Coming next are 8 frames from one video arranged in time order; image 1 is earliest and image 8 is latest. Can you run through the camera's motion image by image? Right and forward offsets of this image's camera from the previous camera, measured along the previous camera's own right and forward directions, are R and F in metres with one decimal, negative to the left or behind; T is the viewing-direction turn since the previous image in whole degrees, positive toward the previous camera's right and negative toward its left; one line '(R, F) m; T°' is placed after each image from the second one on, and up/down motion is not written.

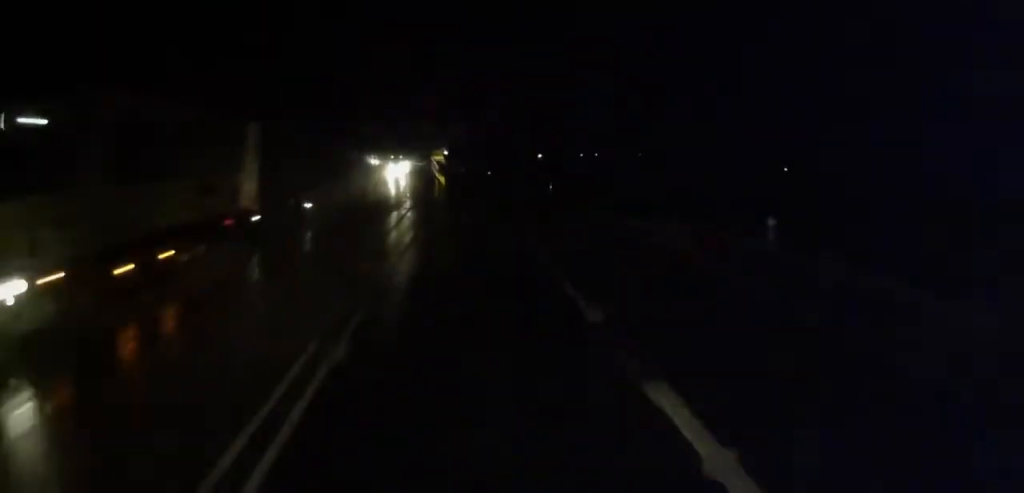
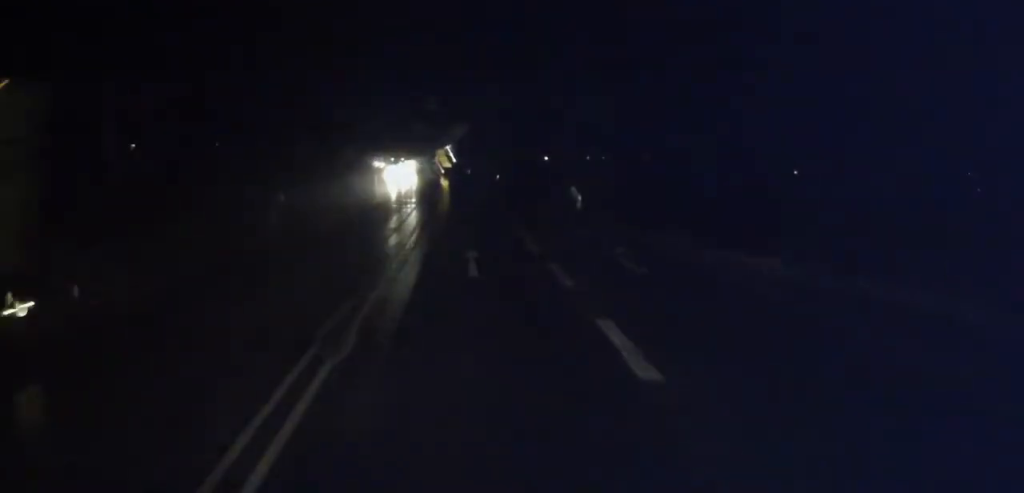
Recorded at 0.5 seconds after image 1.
(+0.3, +8.8) m; 0°
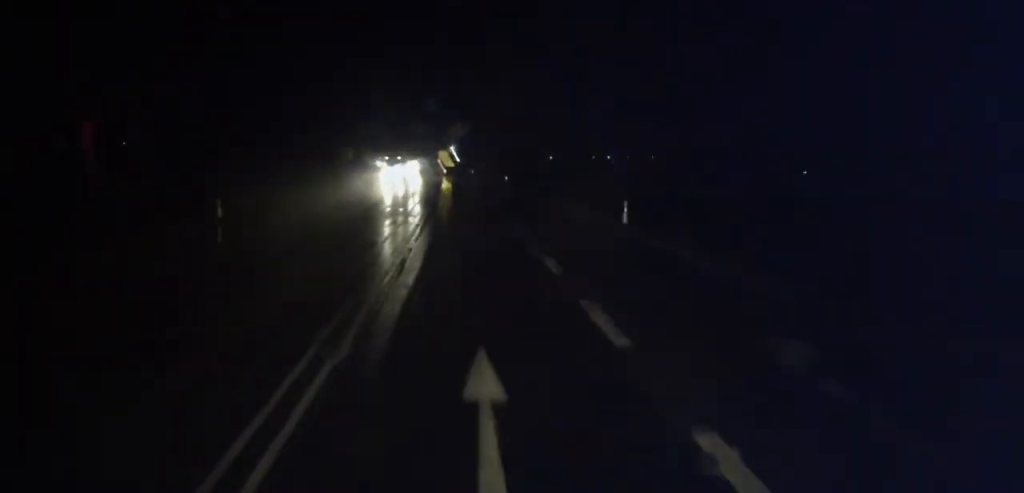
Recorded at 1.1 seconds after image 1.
(-0.4, +10.5) m; -1°
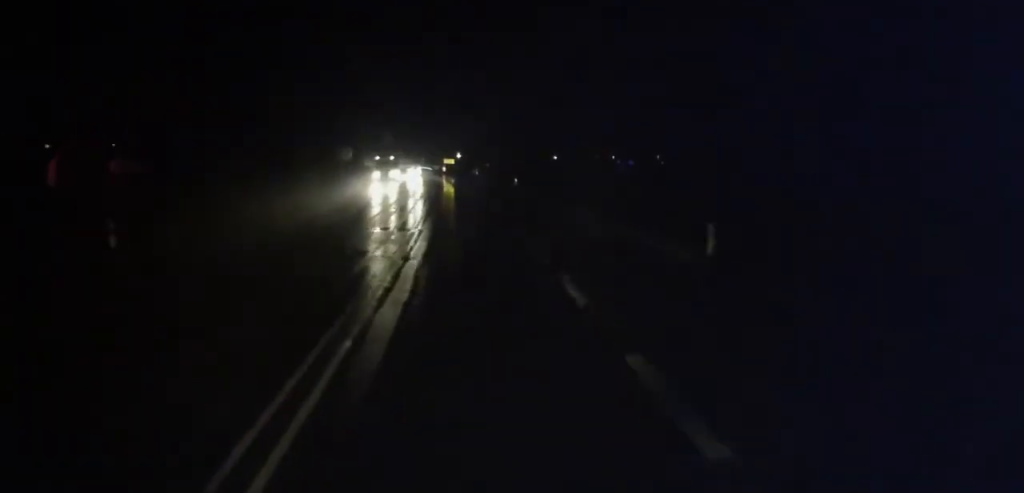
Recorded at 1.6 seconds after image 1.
(-0.1, +9.3) m; -1°
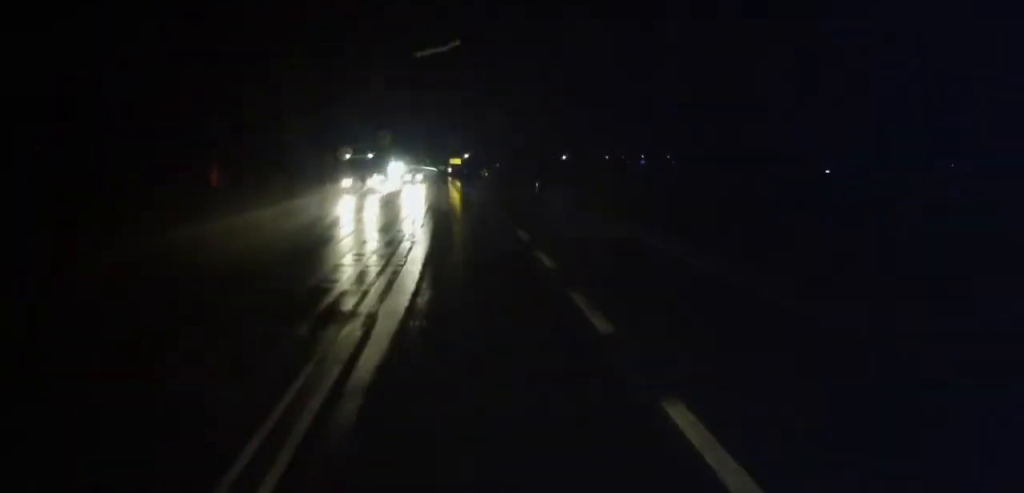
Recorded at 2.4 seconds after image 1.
(0.0, +13.5) m; -1°
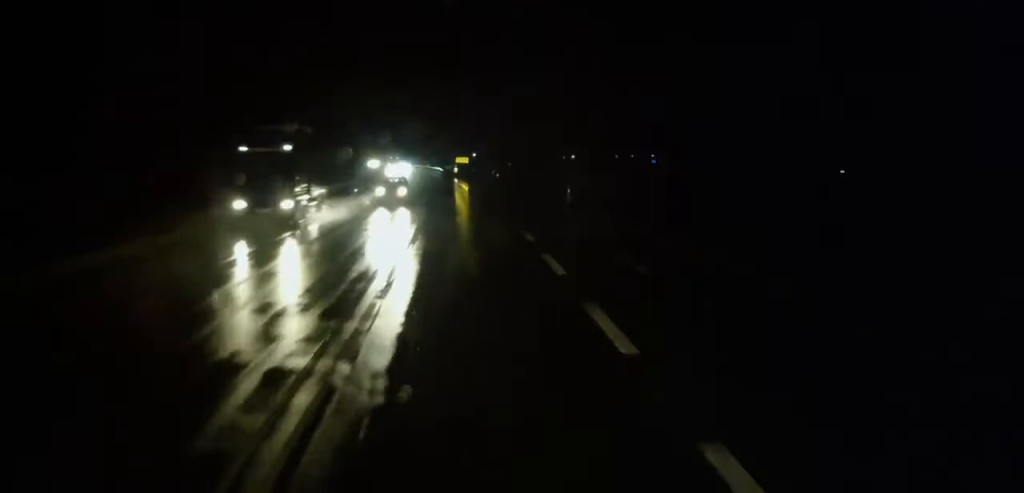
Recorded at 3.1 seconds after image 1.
(-0.2, +13.0) m; -1°
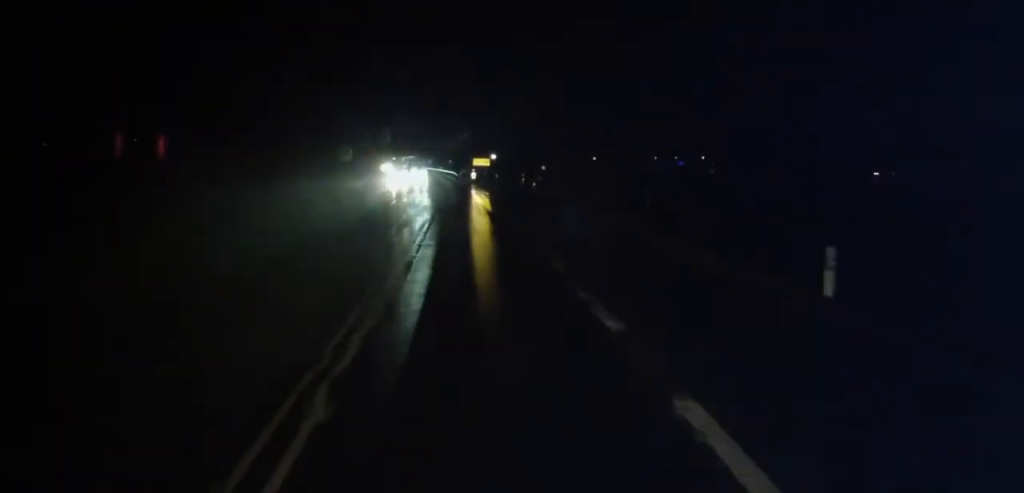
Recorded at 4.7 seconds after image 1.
(-0.3, +28.5) m; -1°
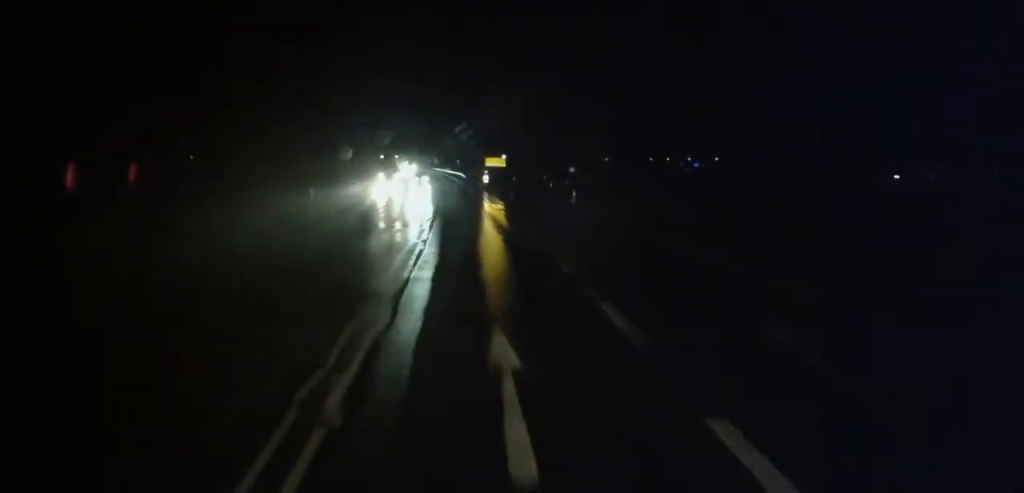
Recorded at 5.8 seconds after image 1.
(-0.1, +18.4) m; 0°
